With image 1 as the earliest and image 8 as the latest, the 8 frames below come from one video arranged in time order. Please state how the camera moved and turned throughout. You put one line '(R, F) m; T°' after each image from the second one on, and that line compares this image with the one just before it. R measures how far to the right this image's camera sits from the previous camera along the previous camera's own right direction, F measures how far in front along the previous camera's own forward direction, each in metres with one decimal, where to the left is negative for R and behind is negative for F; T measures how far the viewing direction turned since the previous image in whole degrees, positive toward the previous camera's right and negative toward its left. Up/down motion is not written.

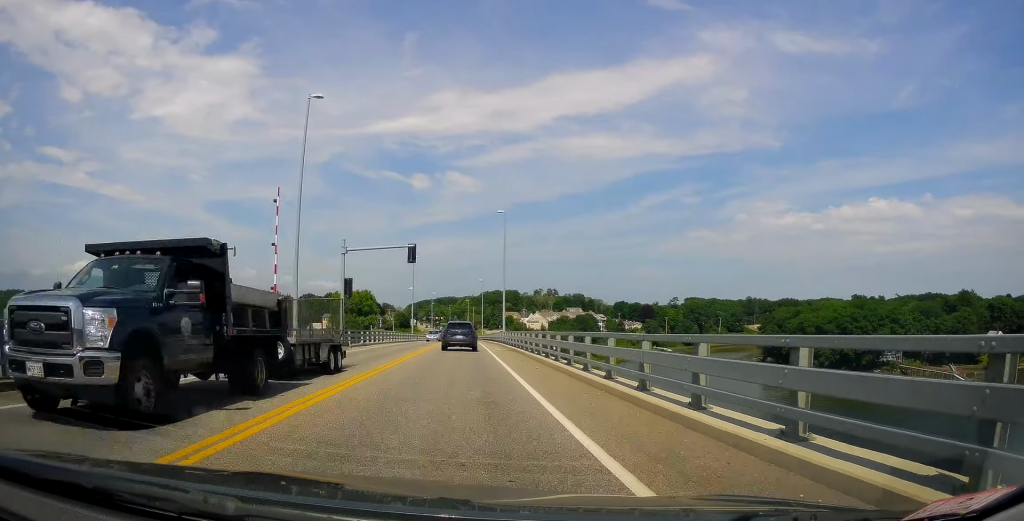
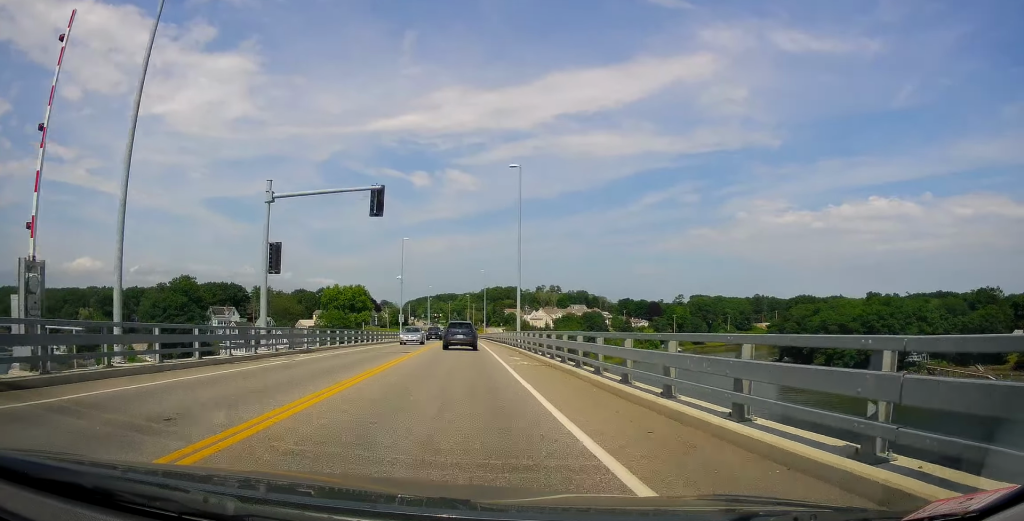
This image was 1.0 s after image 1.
(-0.3, +15.2) m; -2°
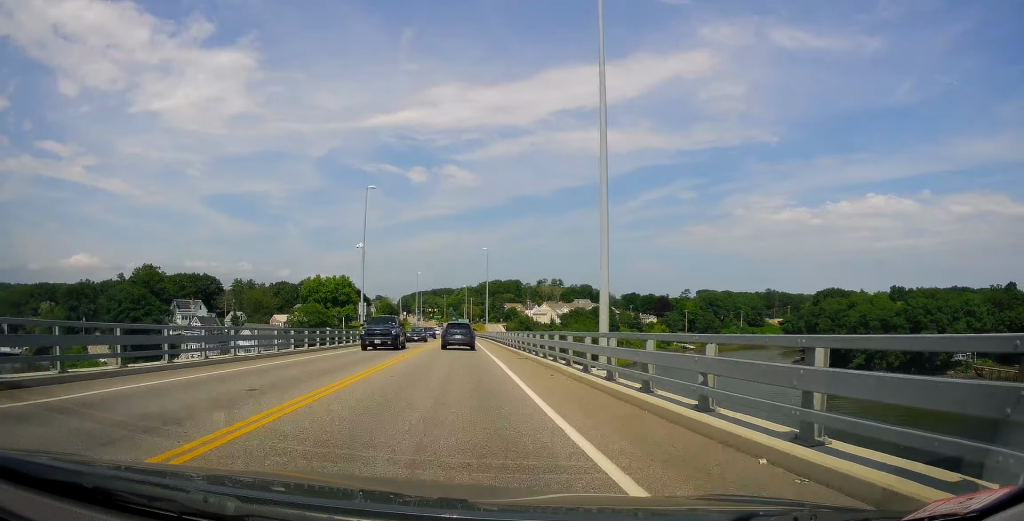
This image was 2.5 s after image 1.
(-0.3, +25.0) m; +2°
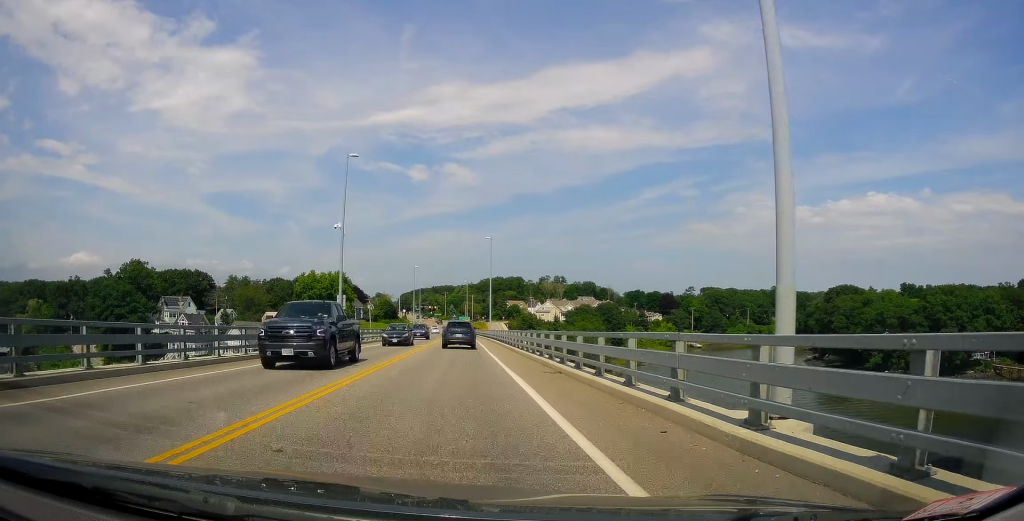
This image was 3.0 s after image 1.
(+0.3, +8.4) m; 0°
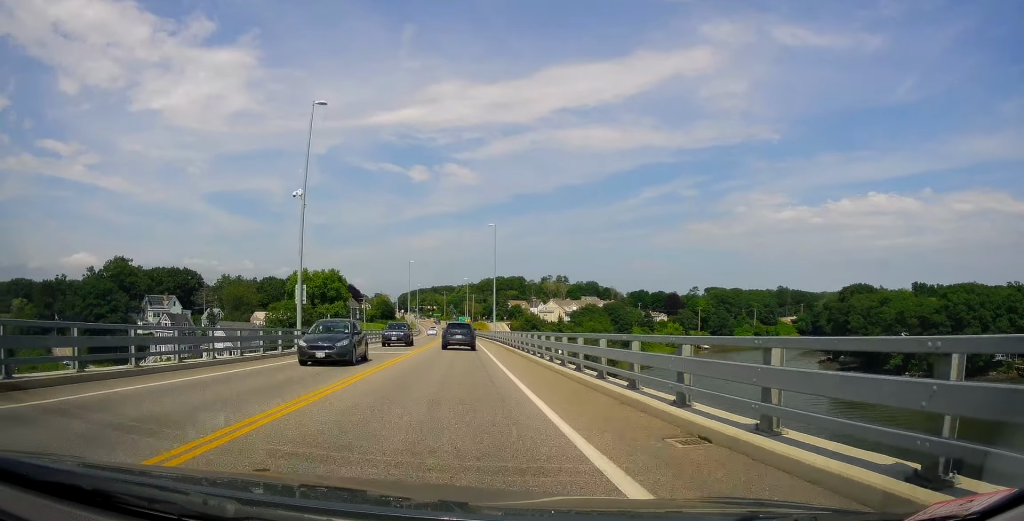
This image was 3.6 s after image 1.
(+0.2, +9.6) m; 0°
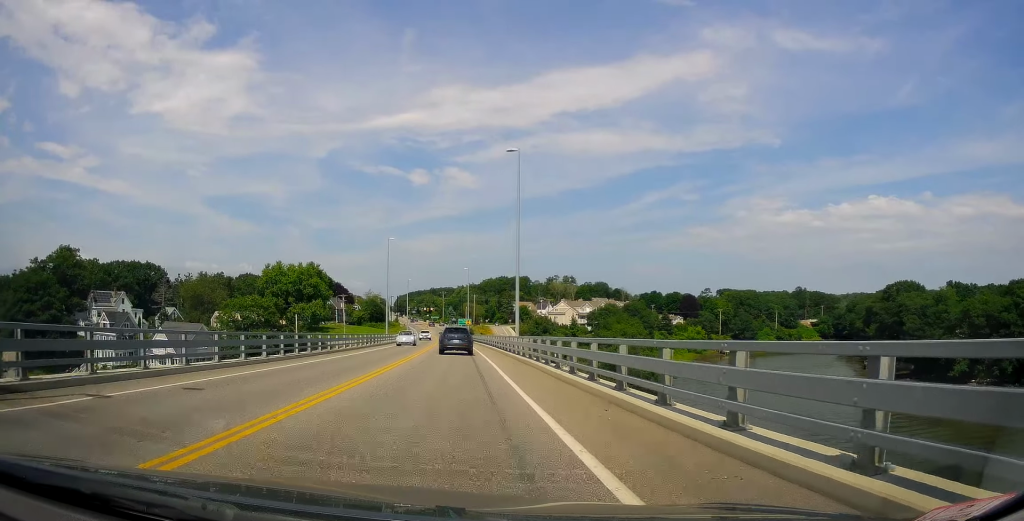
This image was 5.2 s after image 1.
(-0.6, +28.3) m; 0°
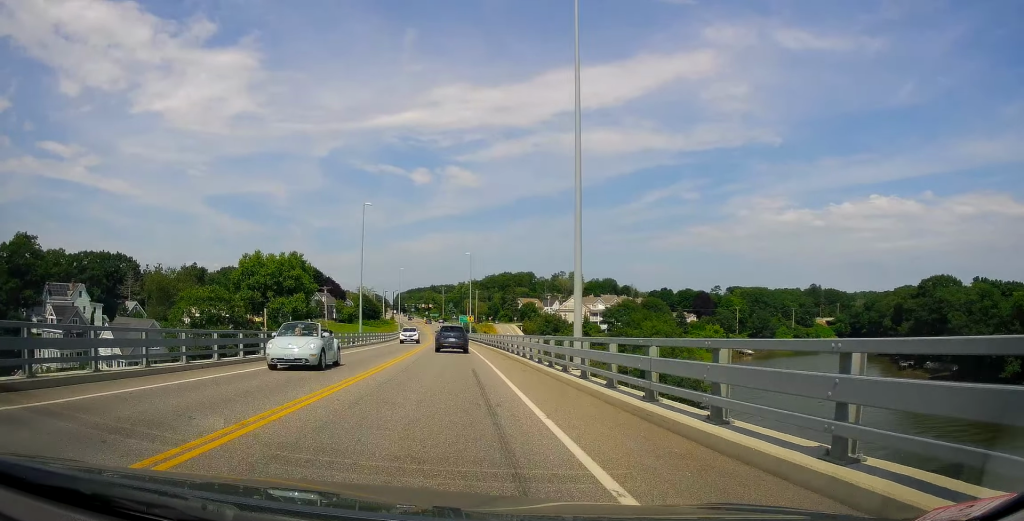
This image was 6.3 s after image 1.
(+0.1, +19.8) m; 0°
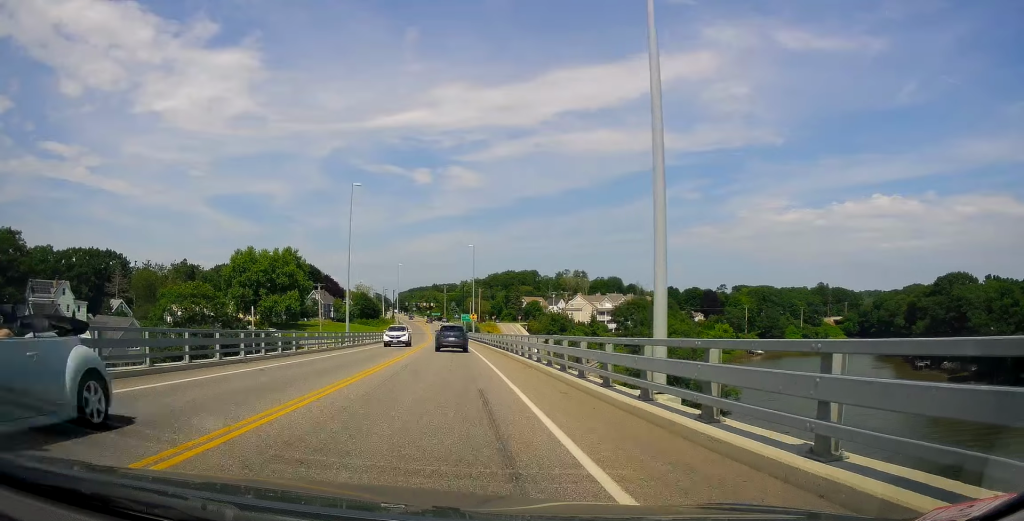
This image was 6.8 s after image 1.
(0.0, +7.6) m; 0°
